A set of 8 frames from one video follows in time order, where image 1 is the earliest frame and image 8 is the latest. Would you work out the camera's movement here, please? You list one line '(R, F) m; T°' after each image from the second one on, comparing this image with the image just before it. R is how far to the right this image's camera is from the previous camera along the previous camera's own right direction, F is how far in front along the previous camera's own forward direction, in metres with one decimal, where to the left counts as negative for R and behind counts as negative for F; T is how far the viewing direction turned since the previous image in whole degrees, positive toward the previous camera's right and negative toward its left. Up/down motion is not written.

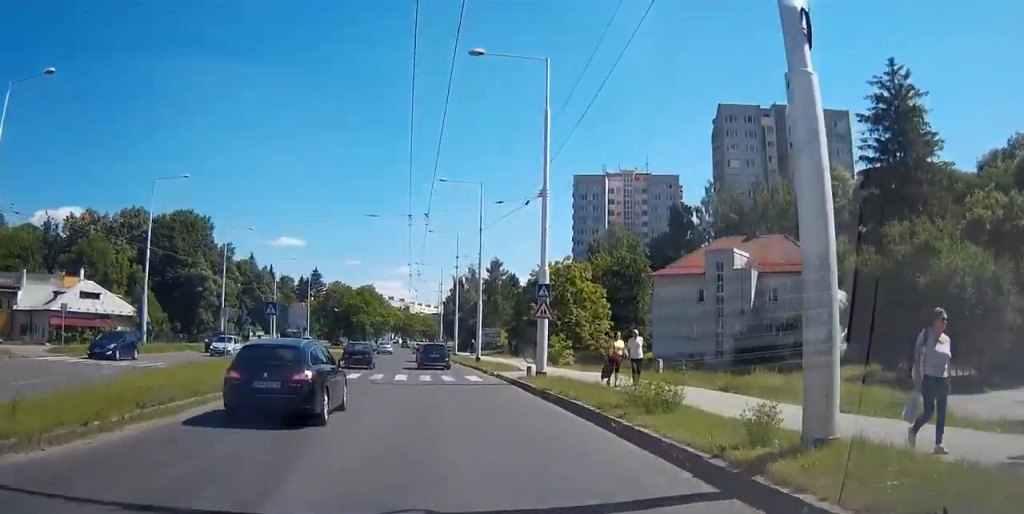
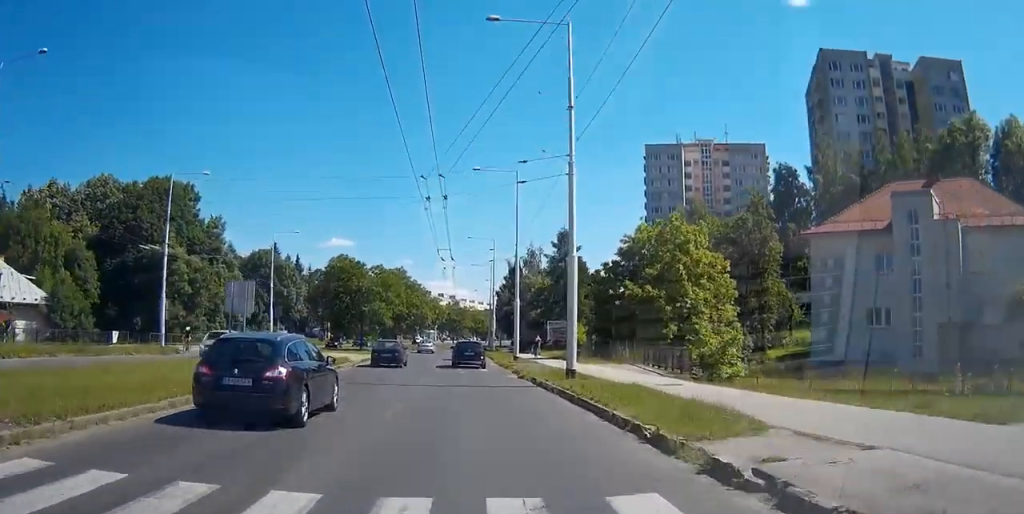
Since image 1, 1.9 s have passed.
(-0.4, +26.2) m; -3°
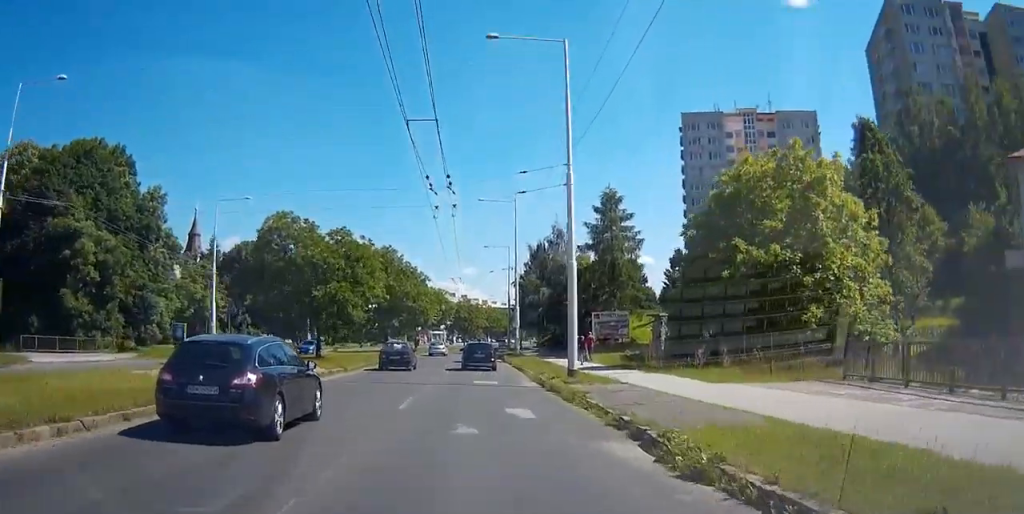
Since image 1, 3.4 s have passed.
(-0.7, +22.2) m; -2°
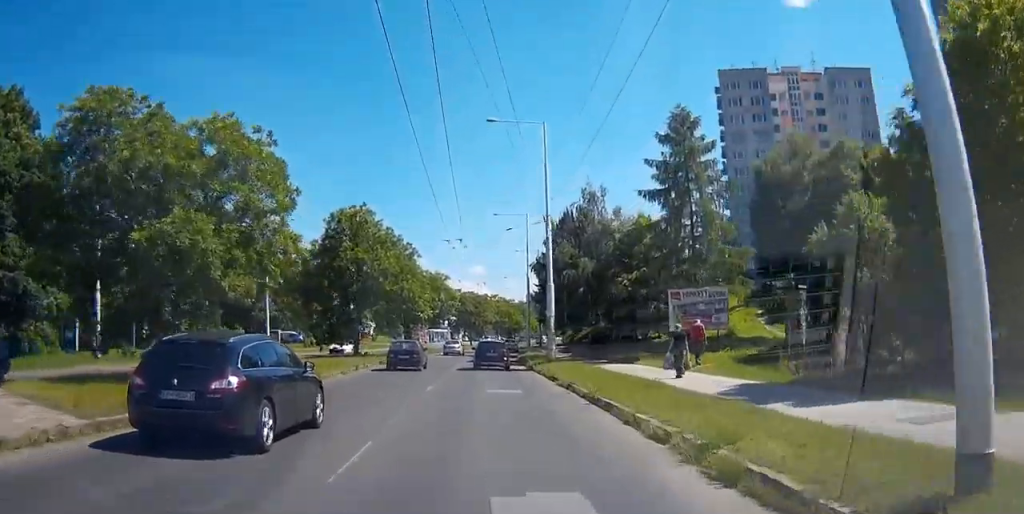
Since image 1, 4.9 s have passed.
(-0.2, +21.5) m; -1°
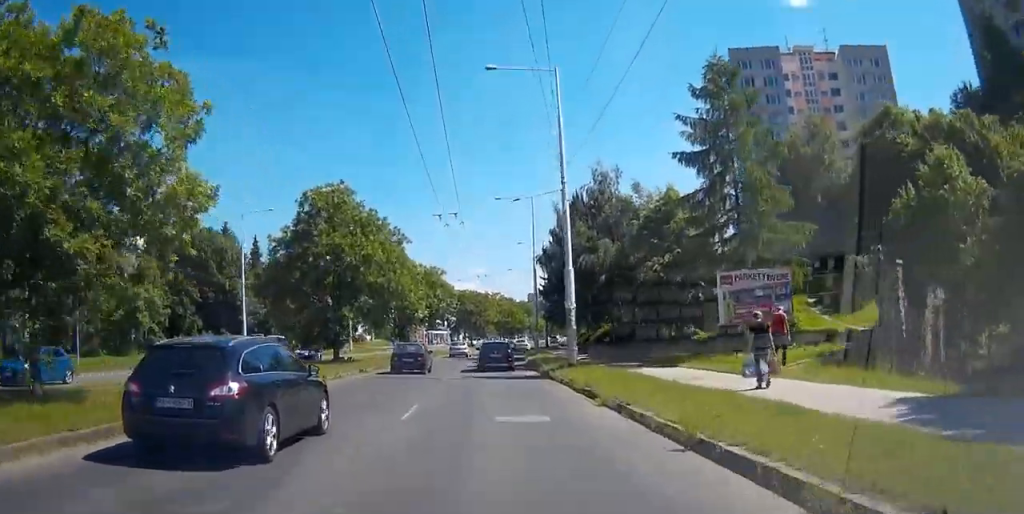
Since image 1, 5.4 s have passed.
(-0.1, +7.7) m; 0°
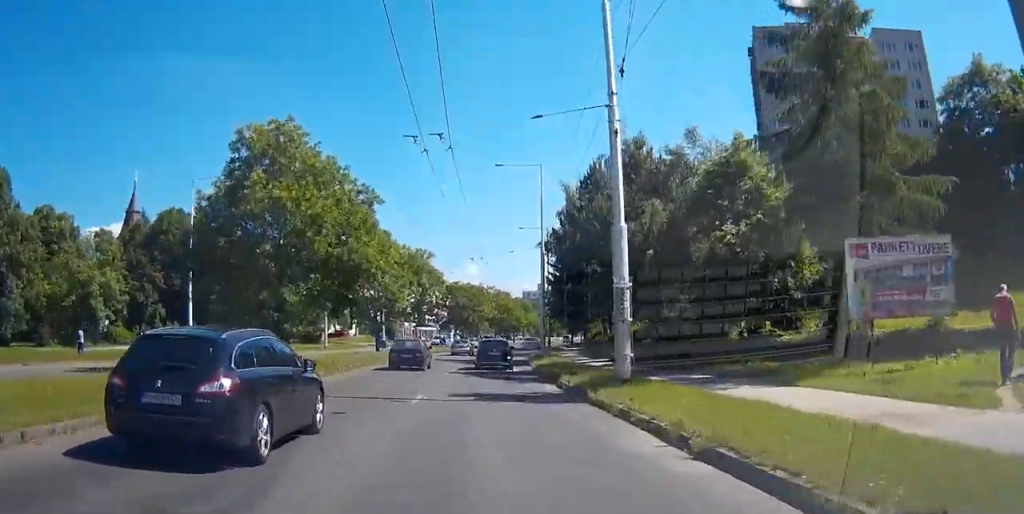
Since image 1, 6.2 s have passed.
(+0.1, +11.6) m; +1°
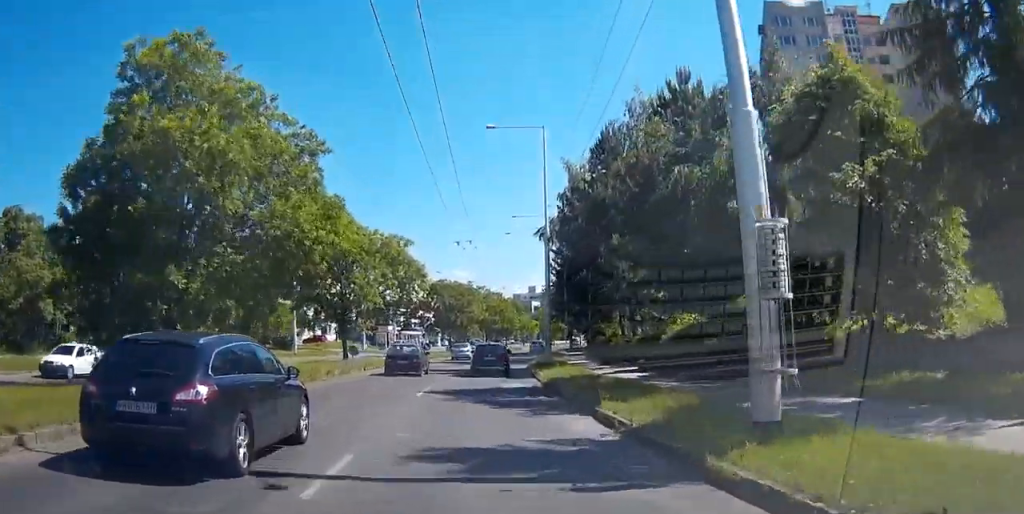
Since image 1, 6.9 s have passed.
(+0.1, +10.0) m; +1°
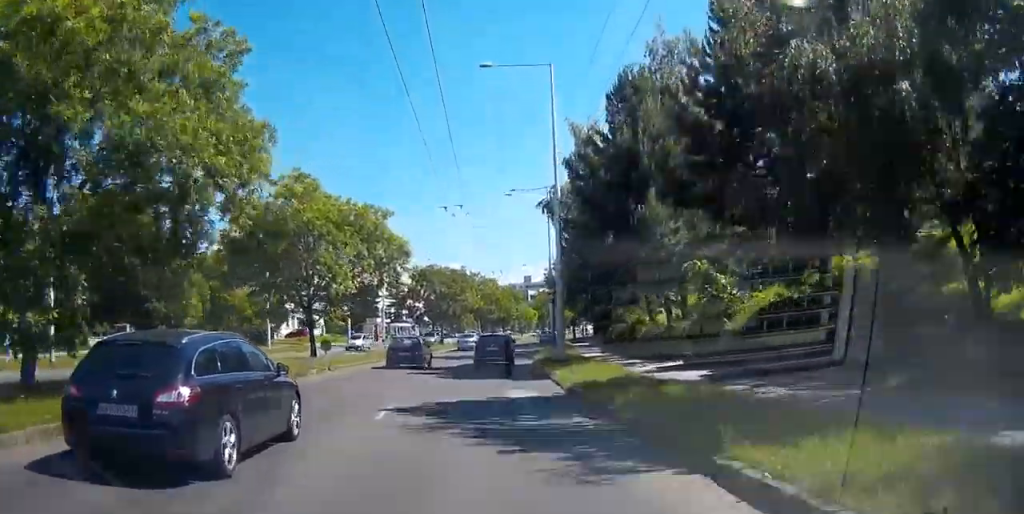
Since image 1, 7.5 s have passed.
(0.0, +8.1) m; +1°
